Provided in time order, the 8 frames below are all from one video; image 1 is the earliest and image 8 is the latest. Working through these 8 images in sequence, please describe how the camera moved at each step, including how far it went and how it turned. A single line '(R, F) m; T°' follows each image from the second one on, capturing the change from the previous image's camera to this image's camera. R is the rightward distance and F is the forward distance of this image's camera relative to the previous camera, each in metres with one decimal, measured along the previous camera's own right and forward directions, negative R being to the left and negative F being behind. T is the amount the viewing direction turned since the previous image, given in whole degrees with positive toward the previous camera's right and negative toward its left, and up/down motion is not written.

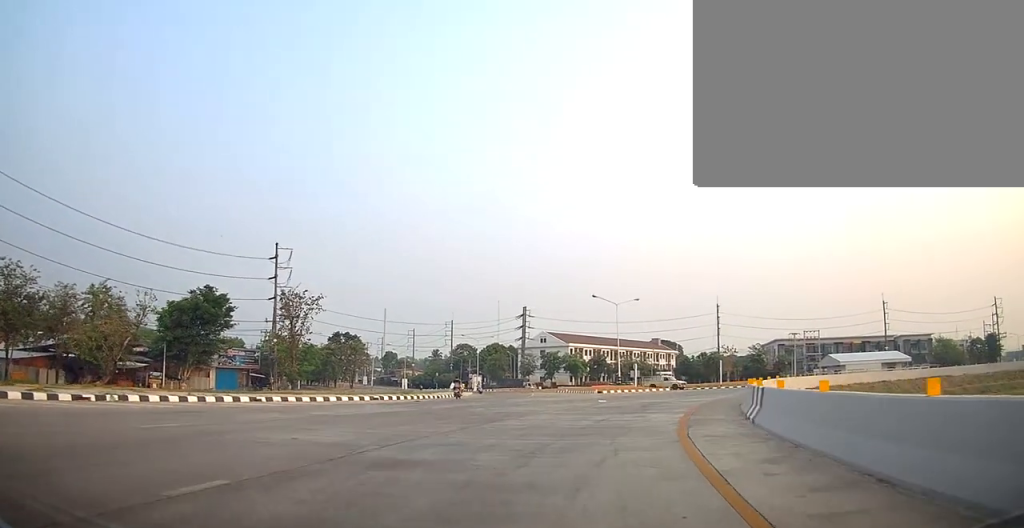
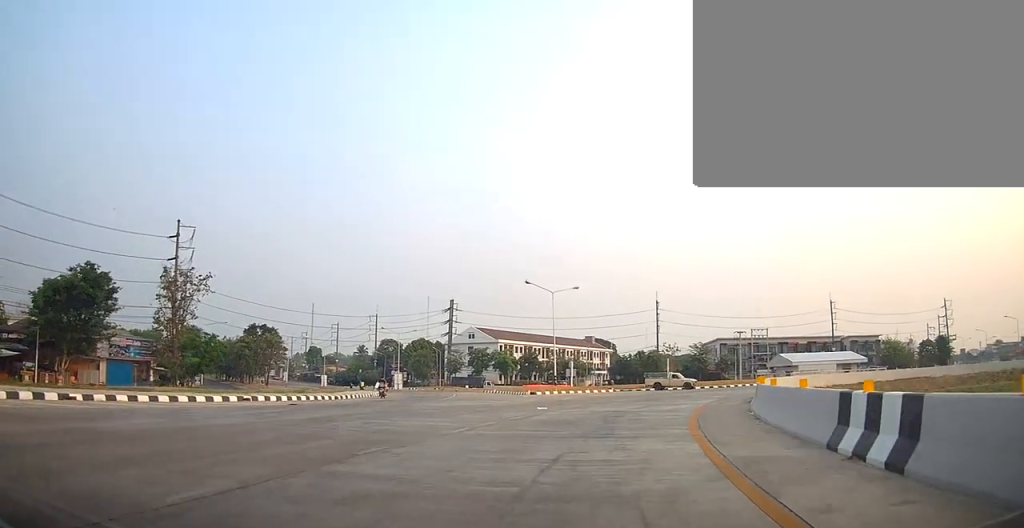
(+0.8, +7.4) m; +7°
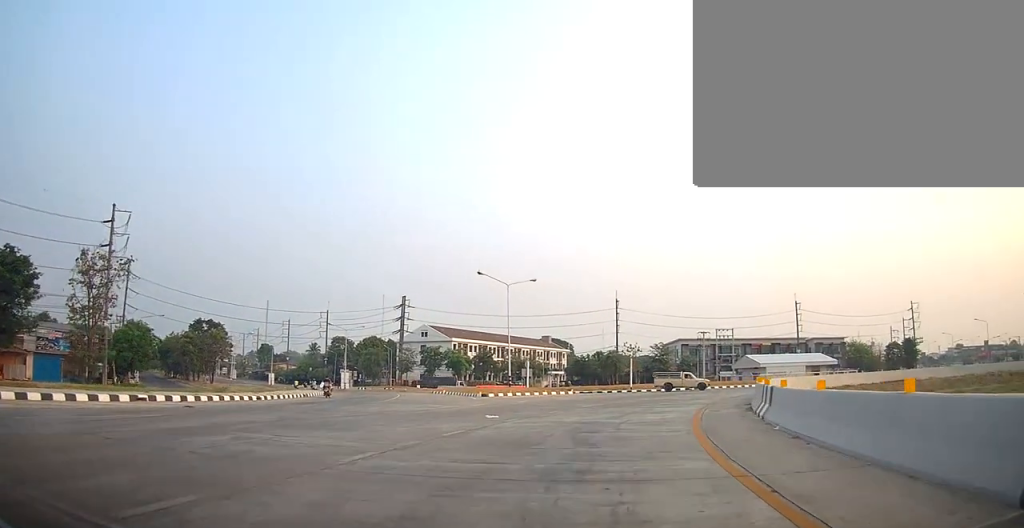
(+0.1, +4.4) m; +4°
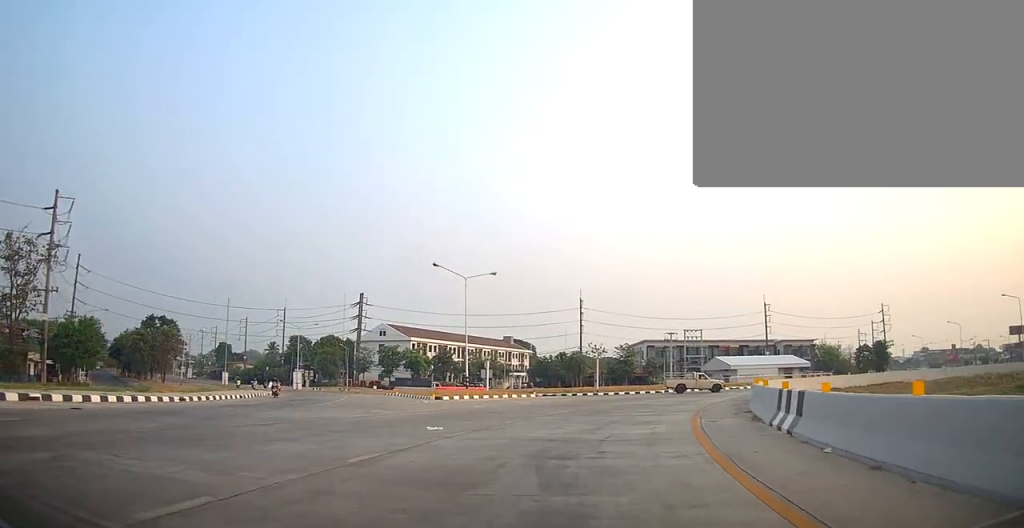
(-0.1, +3.6) m; +3°
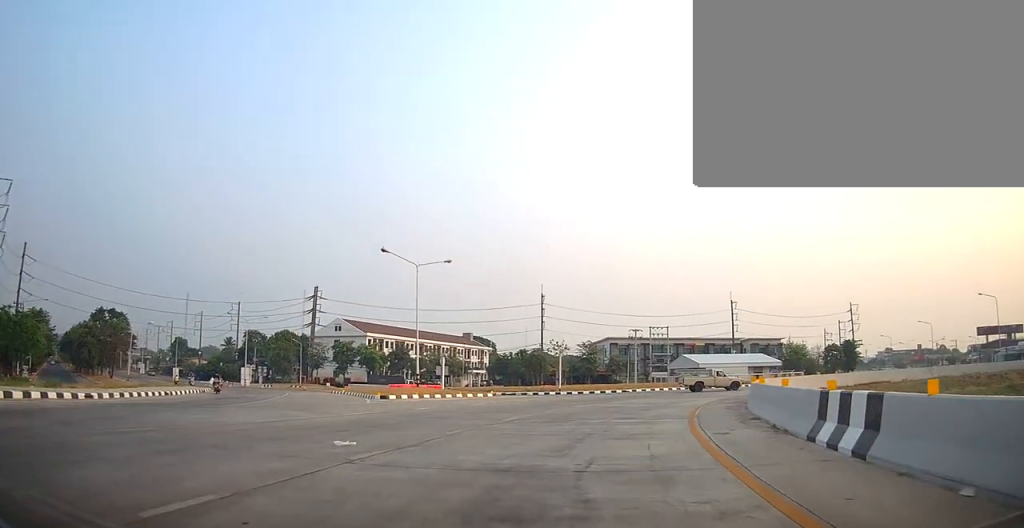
(+0.3, +3.7) m; +3°
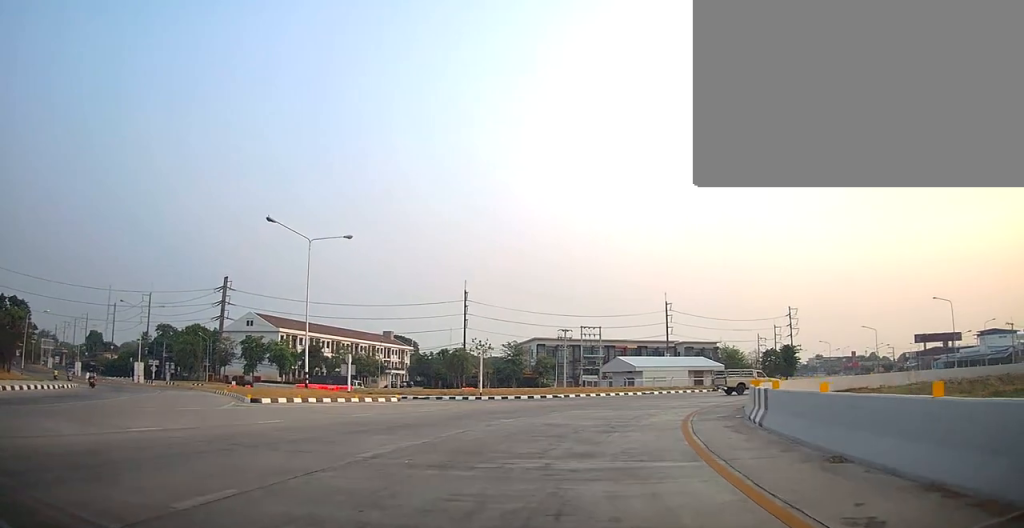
(+0.4, +7.1) m; +5°
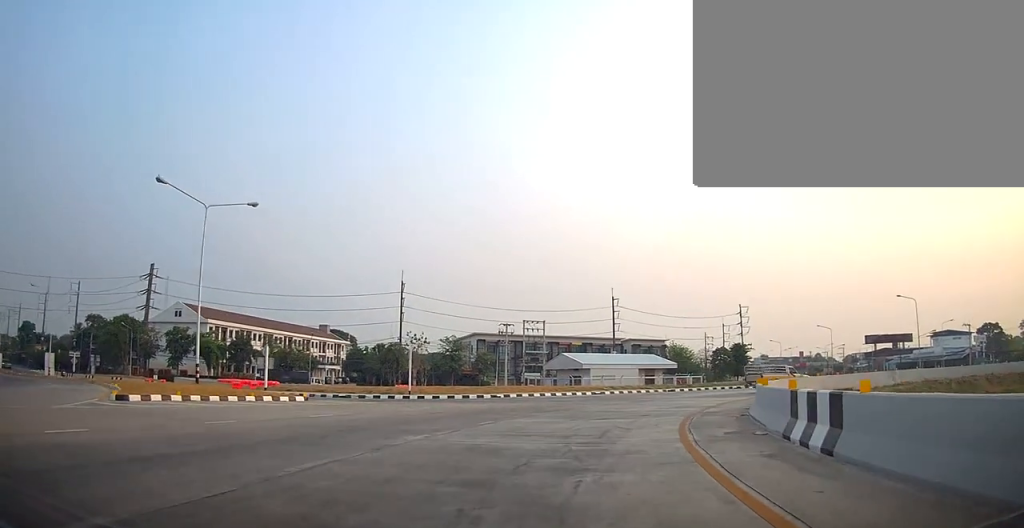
(-0.1, +5.7) m; +4°
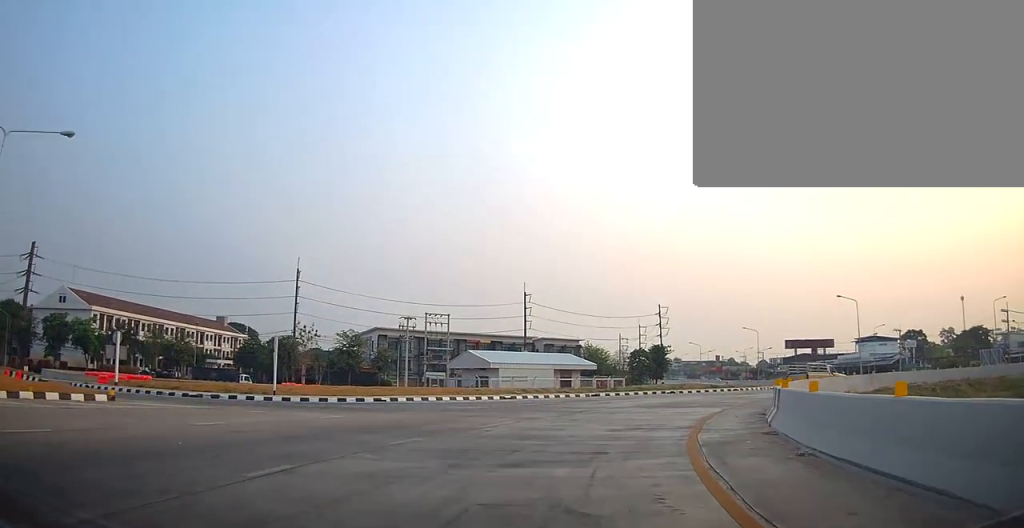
(+0.9, +8.1) m; +8°
